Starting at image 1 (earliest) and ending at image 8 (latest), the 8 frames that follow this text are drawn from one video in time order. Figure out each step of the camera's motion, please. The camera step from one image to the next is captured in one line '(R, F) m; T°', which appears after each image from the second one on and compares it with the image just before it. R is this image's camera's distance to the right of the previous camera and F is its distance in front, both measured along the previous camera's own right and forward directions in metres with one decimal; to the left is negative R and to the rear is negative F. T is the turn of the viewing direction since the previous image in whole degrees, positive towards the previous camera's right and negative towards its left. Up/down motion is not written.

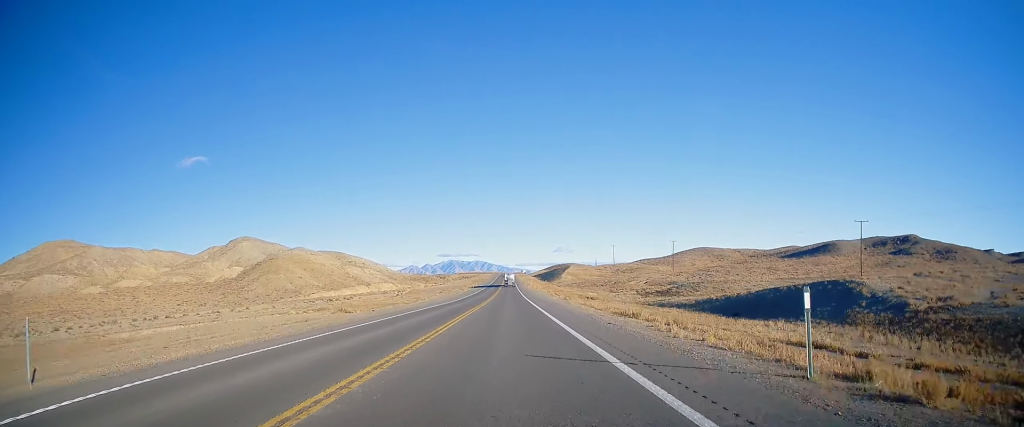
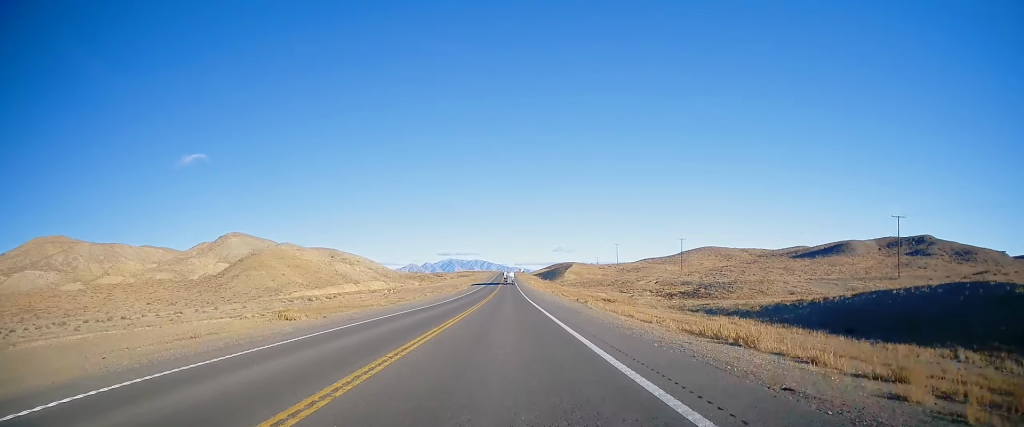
(+0.2, +12.4) m; 0°
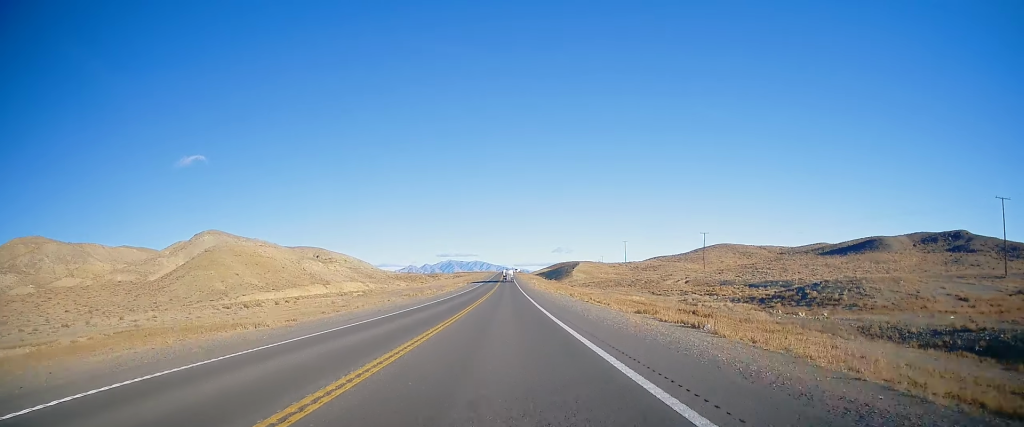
(-0.3, +26.8) m; -1°
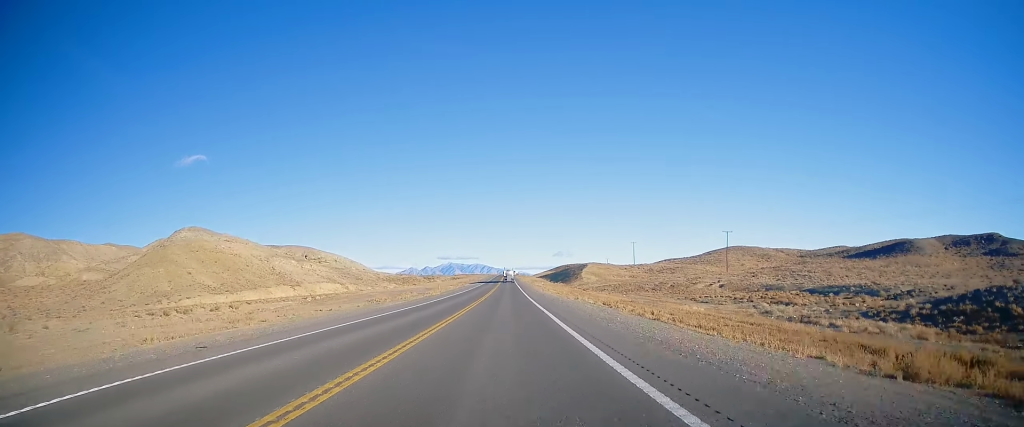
(-0.1, +20.7) m; 0°
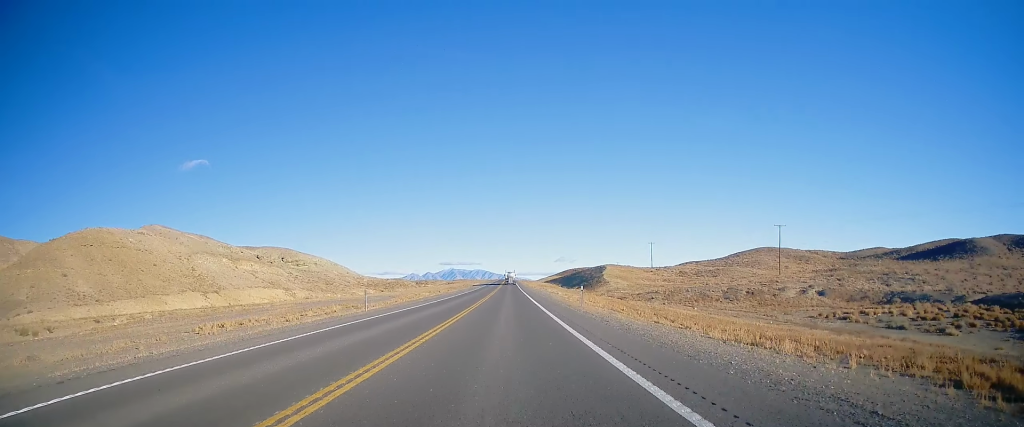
(0.0, +35.4) m; 0°
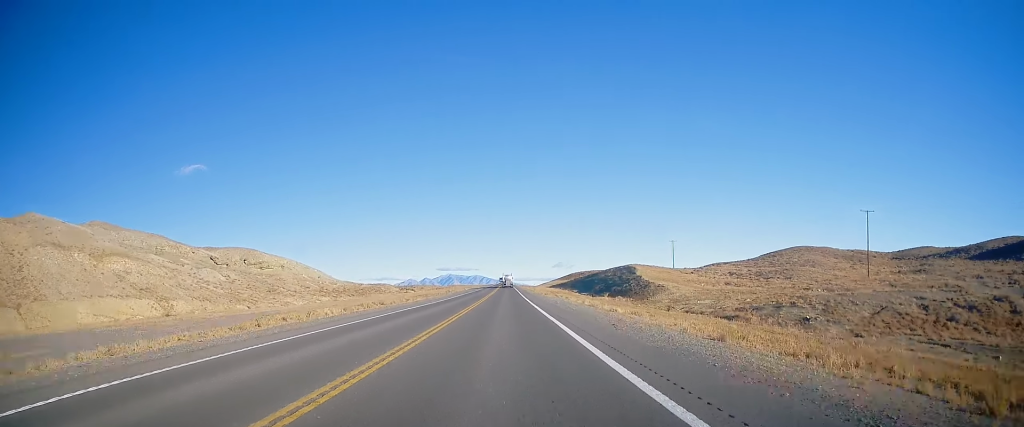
(0.0, +40.0) m; +1°
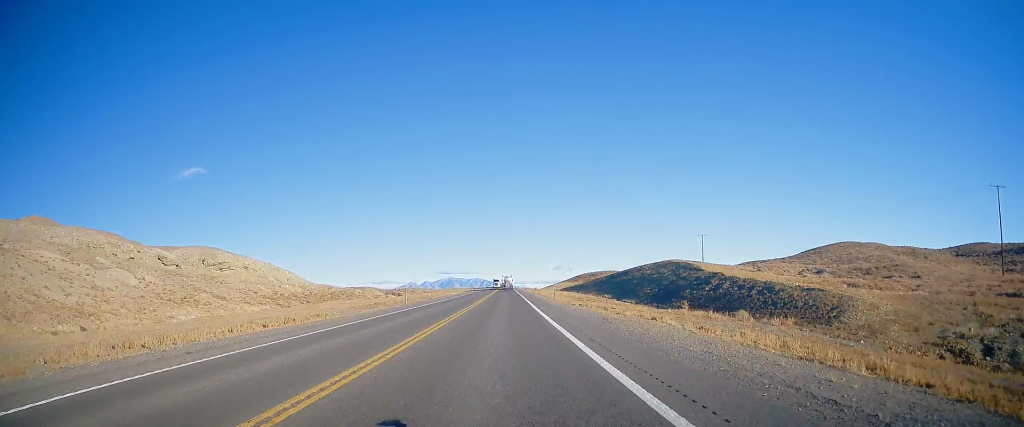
(+0.5, +36.0) m; 0°
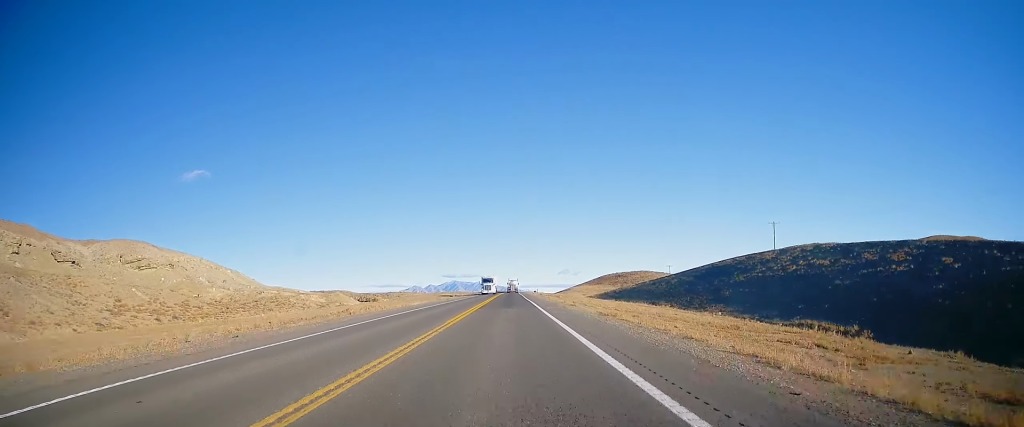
(-0.8, +52.8) m; -1°
